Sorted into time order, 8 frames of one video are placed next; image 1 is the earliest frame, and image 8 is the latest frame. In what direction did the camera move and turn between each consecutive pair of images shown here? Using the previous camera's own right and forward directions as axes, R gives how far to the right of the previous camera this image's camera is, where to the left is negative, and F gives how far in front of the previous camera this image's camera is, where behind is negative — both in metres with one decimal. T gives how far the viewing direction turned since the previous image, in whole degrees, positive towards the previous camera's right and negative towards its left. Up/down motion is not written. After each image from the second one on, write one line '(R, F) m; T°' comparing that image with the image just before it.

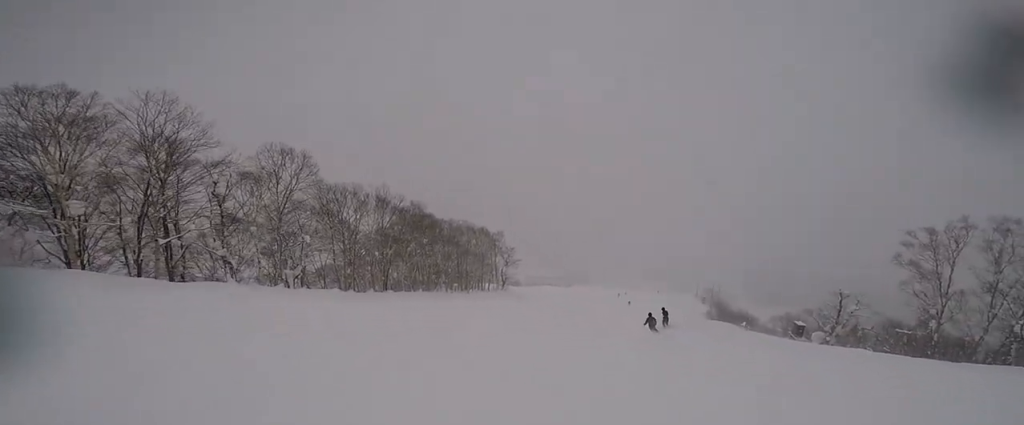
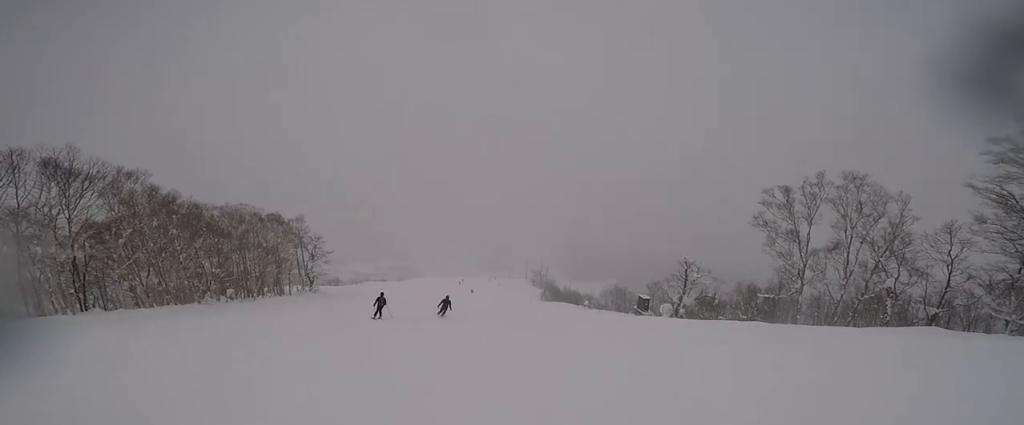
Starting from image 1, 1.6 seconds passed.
(+0.9, +11.6) m; +2°
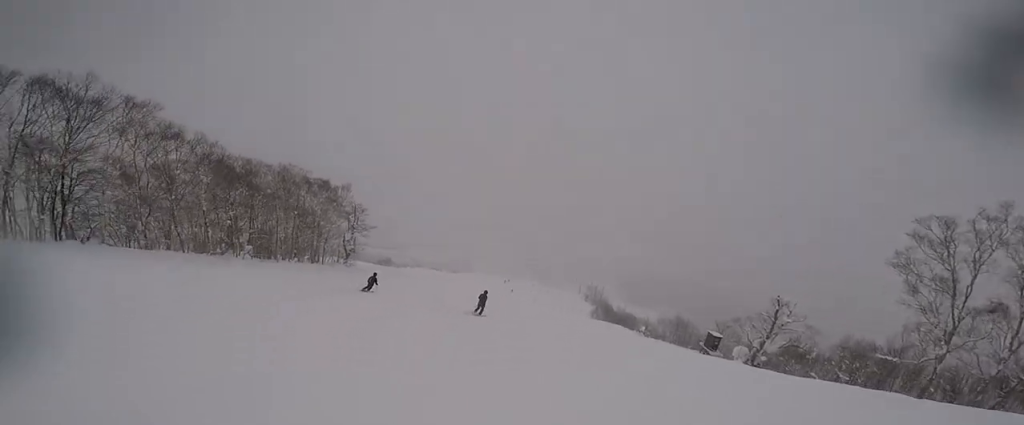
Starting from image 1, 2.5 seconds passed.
(-0.6, +6.9) m; -12°
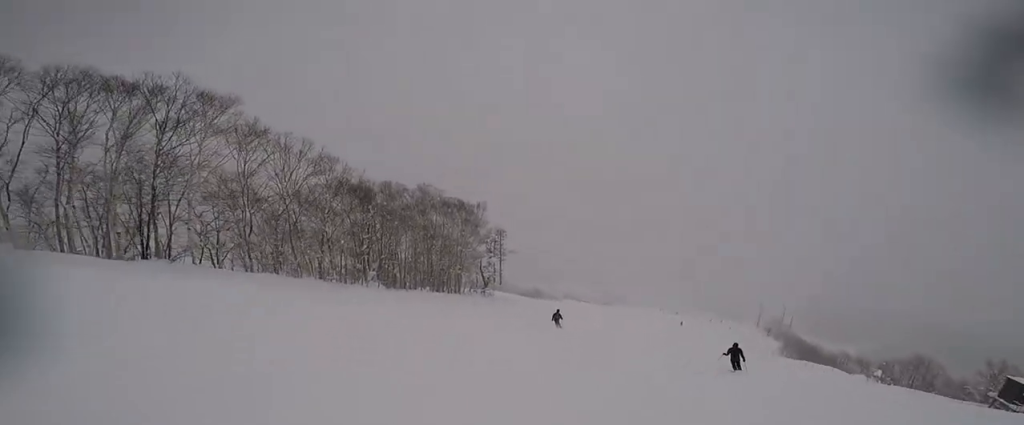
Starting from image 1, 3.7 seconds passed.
(-1.5, +9.5) m; -9°
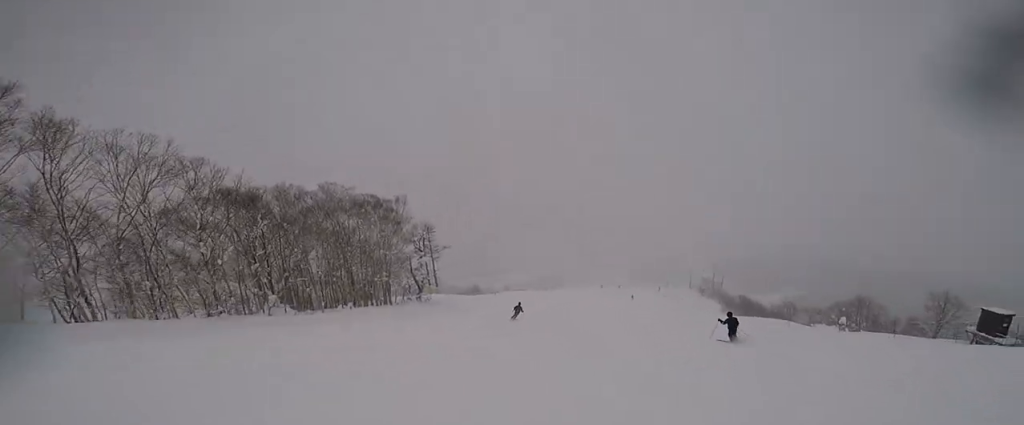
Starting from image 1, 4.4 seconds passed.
(+0.2, +5.3) m; +15°
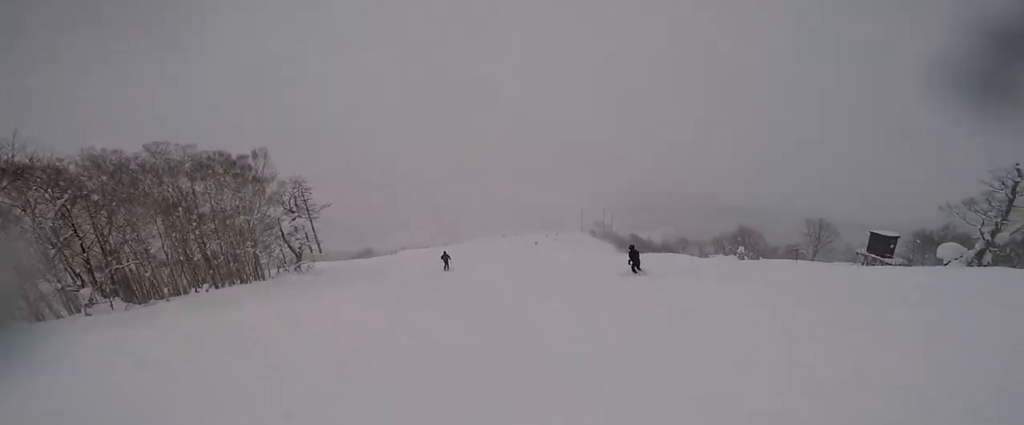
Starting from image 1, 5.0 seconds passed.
(+0.5, +3.8) m; +4°
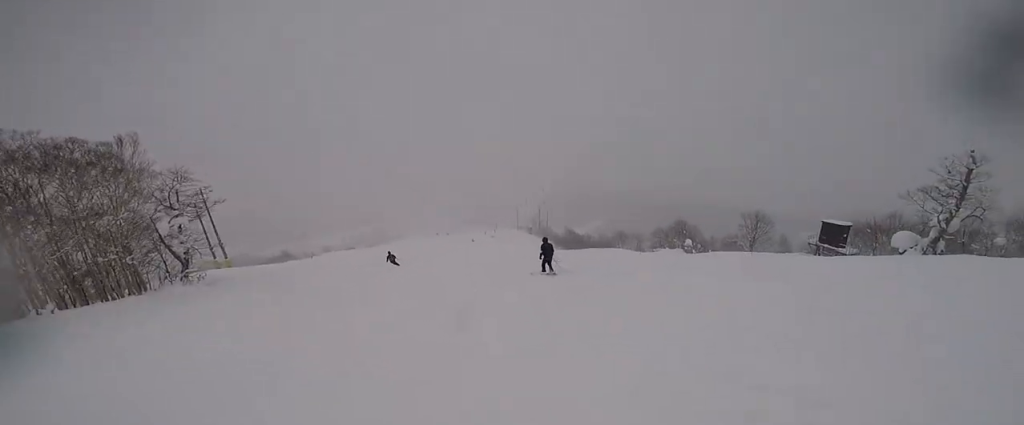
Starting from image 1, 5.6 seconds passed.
(+1.5, +4.4) m; -2°
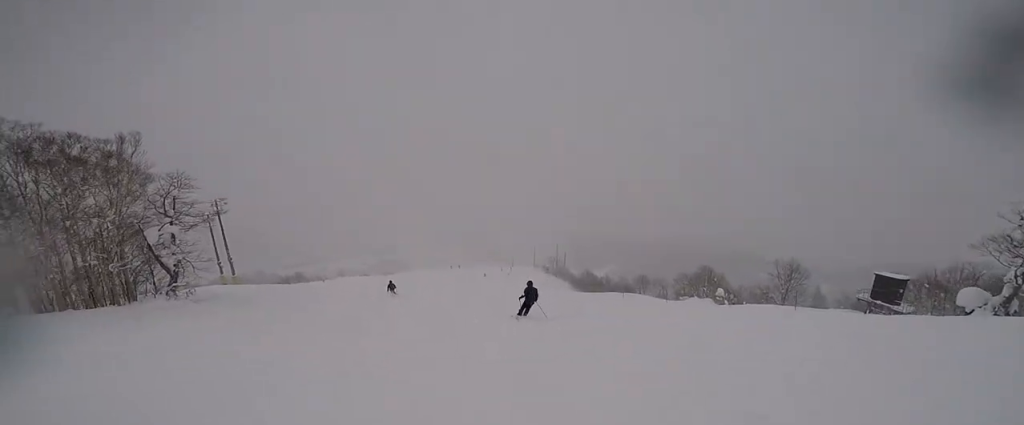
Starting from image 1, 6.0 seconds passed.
(-0.6, +3.1) m; -7°
